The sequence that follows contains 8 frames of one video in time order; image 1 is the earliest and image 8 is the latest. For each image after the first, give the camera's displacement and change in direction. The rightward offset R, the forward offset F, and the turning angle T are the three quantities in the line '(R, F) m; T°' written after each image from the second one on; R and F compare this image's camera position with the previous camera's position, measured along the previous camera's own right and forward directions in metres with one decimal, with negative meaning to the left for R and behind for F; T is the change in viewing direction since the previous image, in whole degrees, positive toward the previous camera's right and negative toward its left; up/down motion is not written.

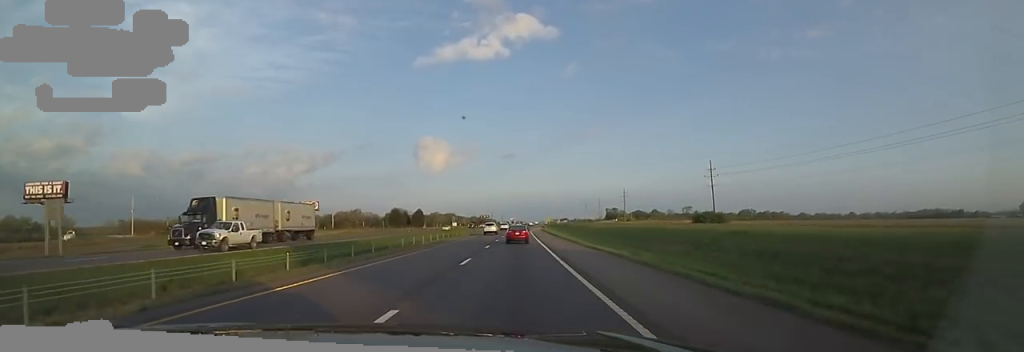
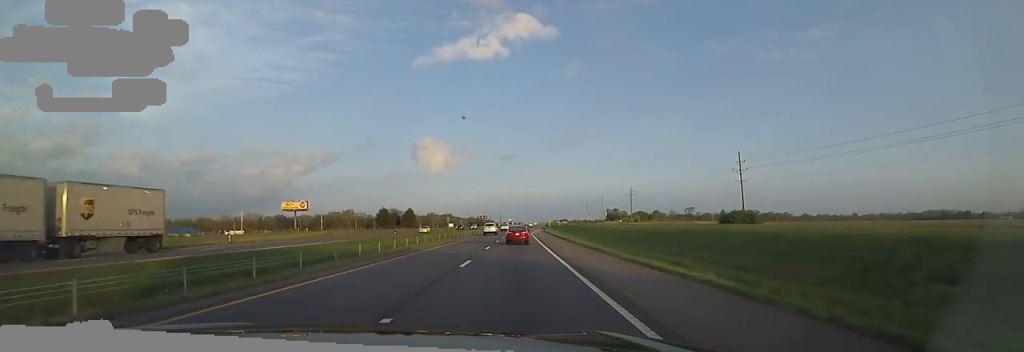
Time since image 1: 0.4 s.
(-0.4, +13.6) m; 0°
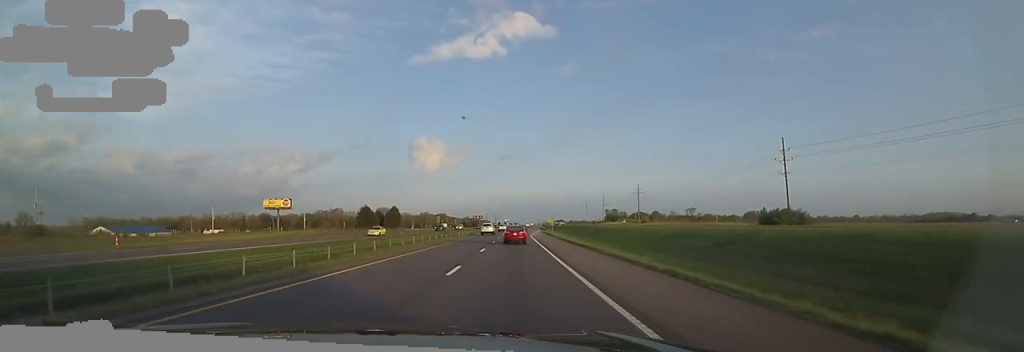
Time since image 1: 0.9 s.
(-0.2, +15.7) m; 0°
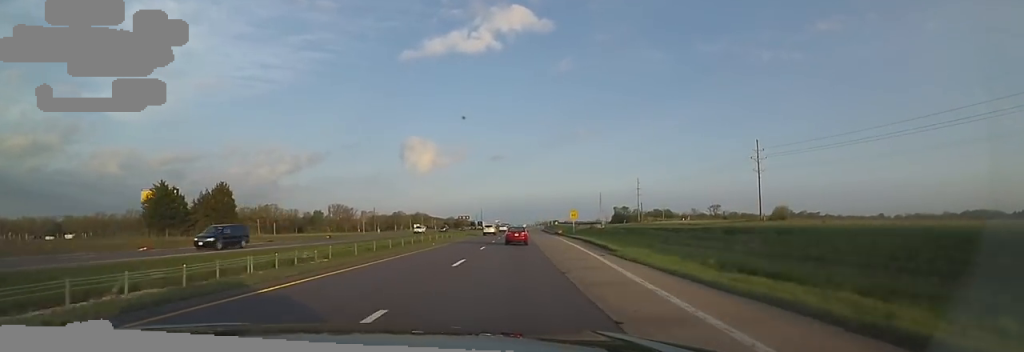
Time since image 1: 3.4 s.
(+3.5, +81.4) m; +2°
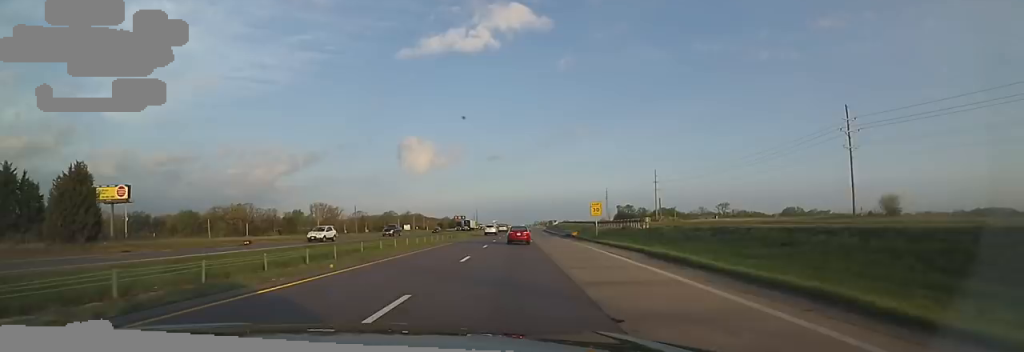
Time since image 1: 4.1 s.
(-0.2, +22.8) m; 0°
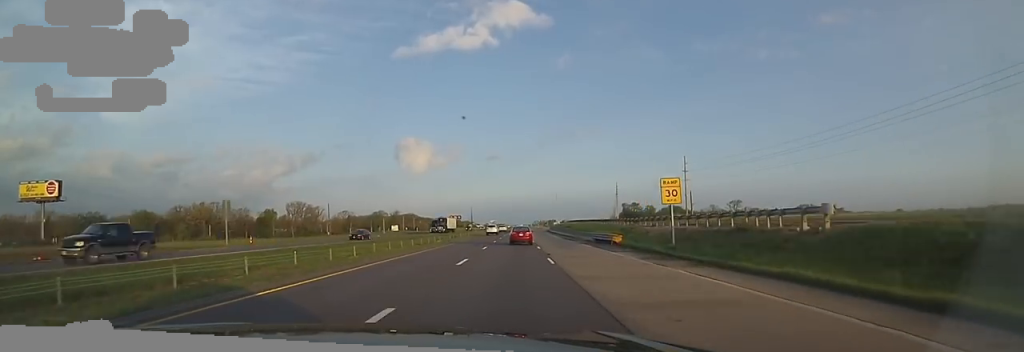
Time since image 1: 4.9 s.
(-0.1, +26.6) m; 0°
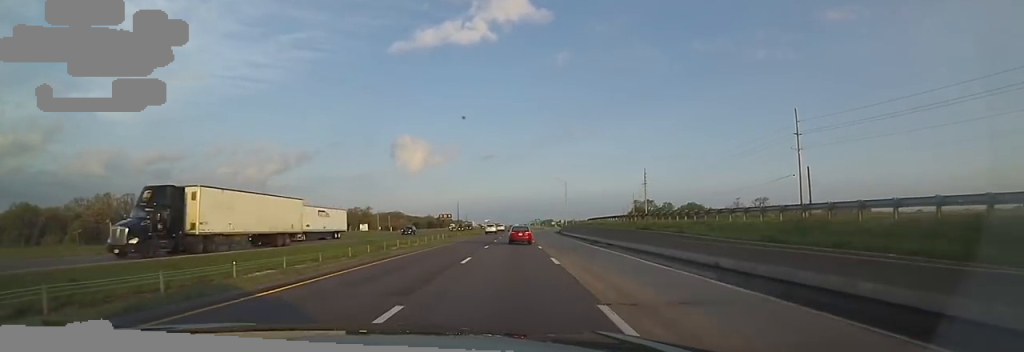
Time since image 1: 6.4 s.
(+0.4, +50.1) m; +1°
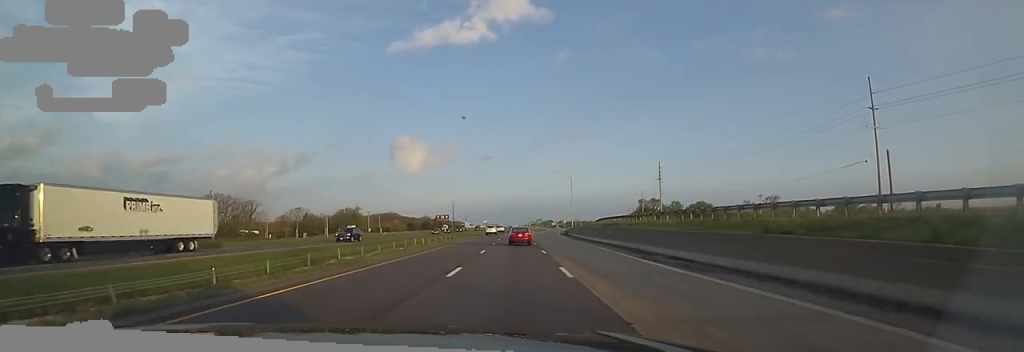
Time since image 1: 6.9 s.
(0.0, +16.3) m; 0°
